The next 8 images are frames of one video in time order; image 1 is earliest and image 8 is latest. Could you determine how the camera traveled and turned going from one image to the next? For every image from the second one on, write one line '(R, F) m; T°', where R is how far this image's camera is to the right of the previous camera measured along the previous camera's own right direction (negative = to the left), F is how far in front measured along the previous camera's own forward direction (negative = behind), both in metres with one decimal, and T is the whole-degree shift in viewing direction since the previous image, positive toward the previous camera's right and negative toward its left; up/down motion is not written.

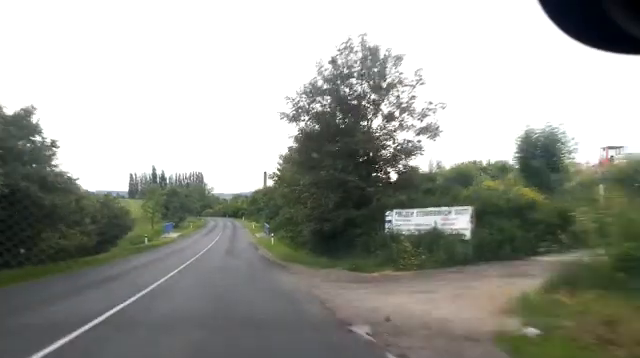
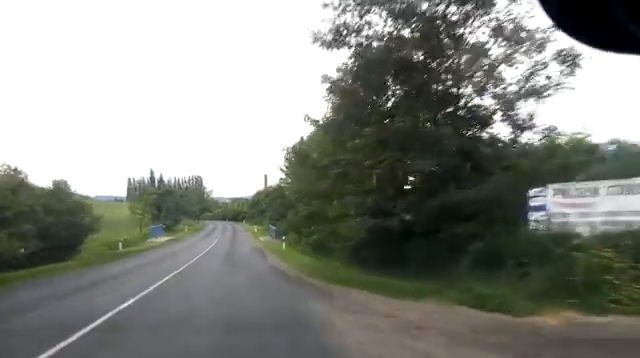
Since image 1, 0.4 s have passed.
(0.0, +8.3) m; 0°
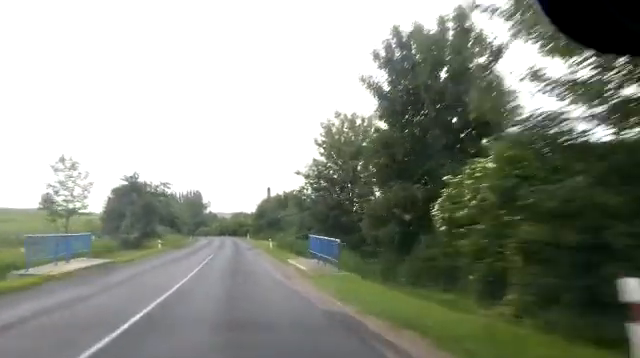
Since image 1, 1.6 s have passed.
(-0.4, +25.0) m; -1°
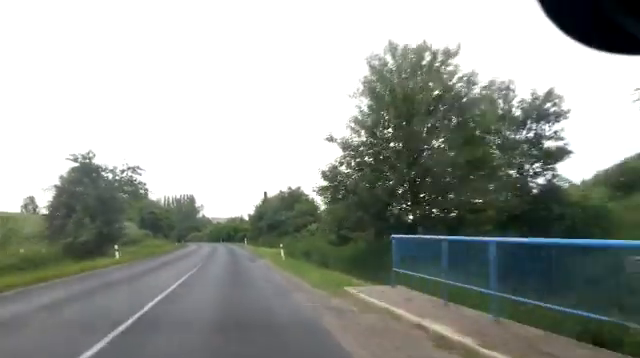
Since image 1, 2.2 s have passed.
(-0.1, +13.4) m; 0°
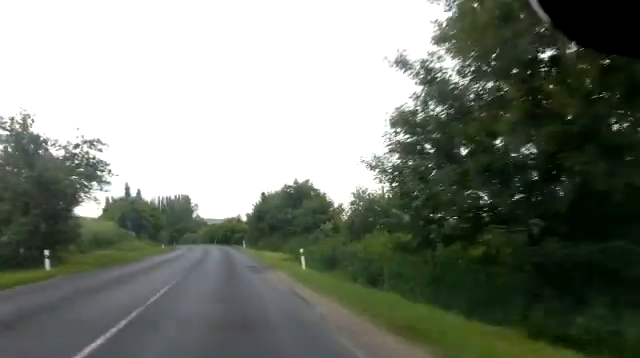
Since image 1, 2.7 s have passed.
(0.0, +9.9) m; +1°
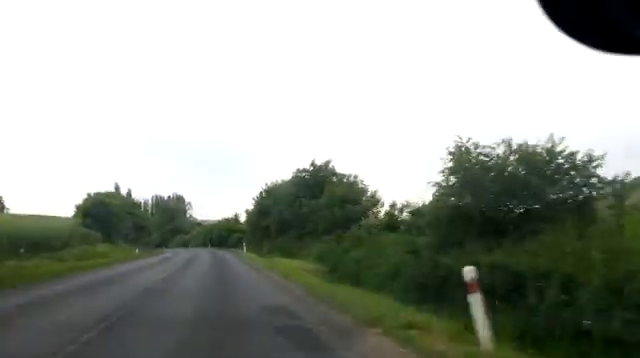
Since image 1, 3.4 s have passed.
(0.0, +14.2) m; +1°
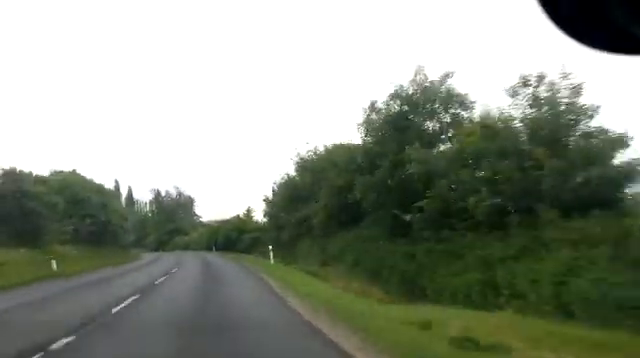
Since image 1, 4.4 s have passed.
(+0.3, +22.8) m; -2°
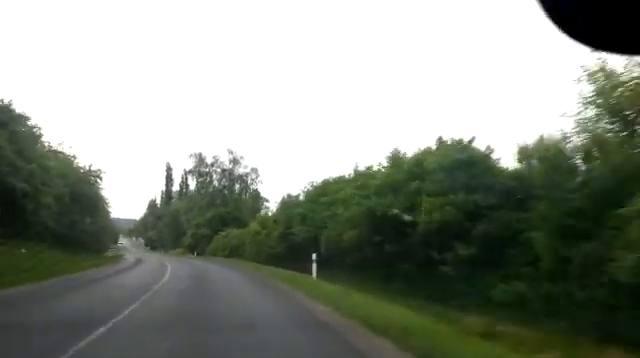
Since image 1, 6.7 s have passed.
(-3.9, +47.3) m; -10°
